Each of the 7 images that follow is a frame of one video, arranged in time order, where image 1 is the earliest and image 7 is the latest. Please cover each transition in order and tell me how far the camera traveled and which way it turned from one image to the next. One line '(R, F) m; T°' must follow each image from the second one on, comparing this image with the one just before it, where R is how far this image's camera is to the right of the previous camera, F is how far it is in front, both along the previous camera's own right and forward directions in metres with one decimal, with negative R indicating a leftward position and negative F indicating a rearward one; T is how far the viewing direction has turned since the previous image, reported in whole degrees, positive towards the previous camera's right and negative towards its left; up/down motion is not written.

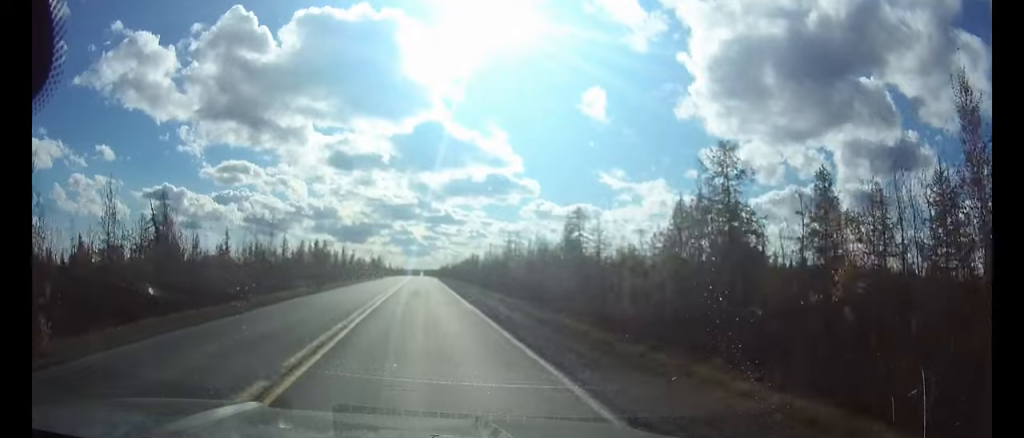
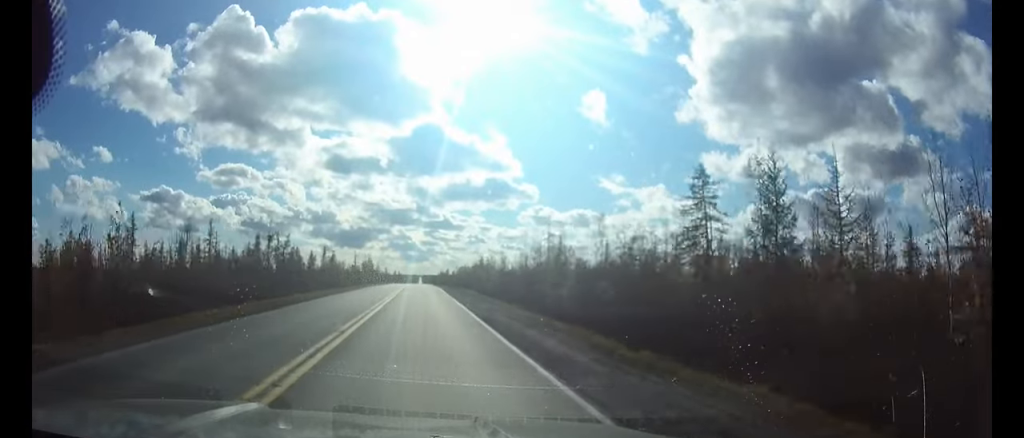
(0.0, +34.3) m; 0°
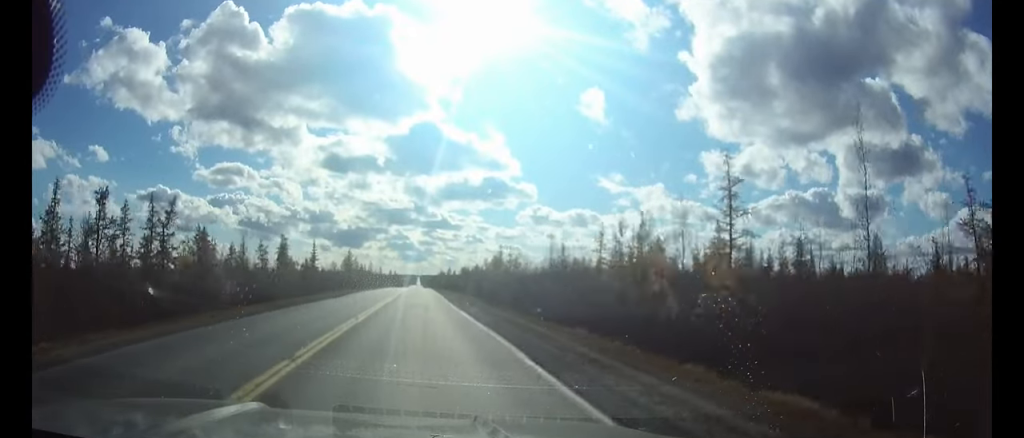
(0.0, +44.5) m; 0°
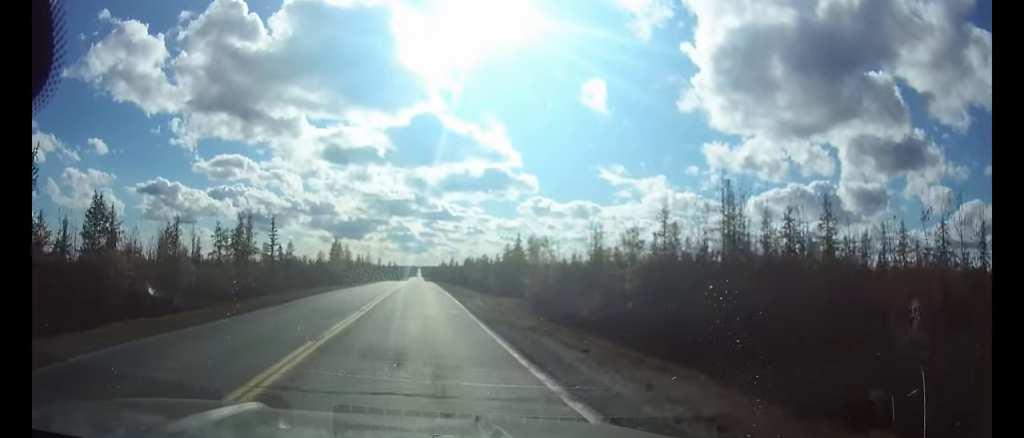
(0.0, +21.1) m; 0°
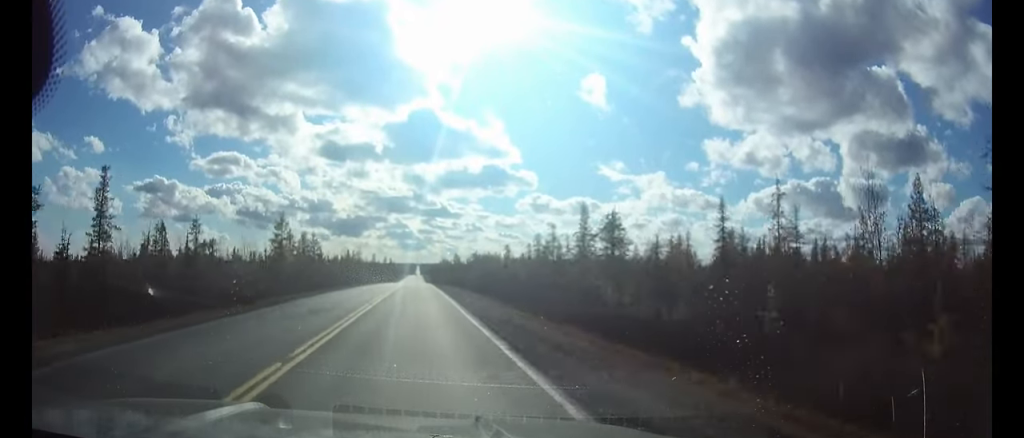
(0.0, +42.7) m; 0°
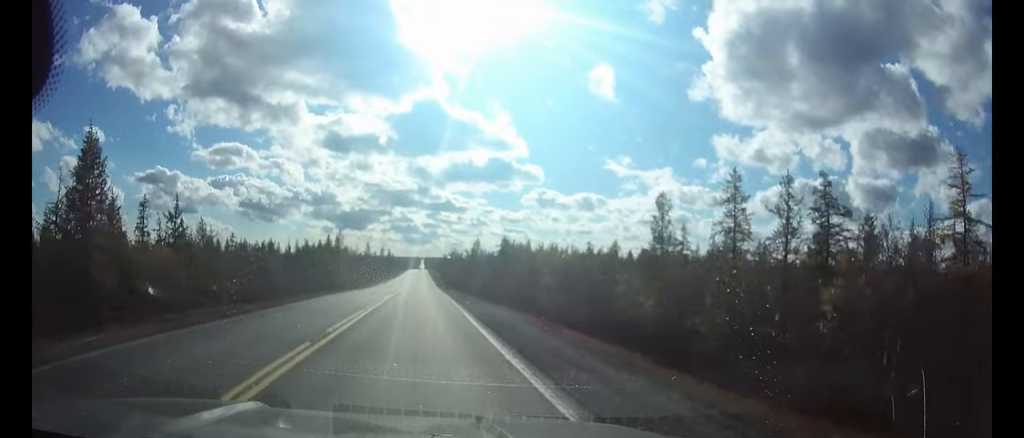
(-0.1, +73.7) m; 0°
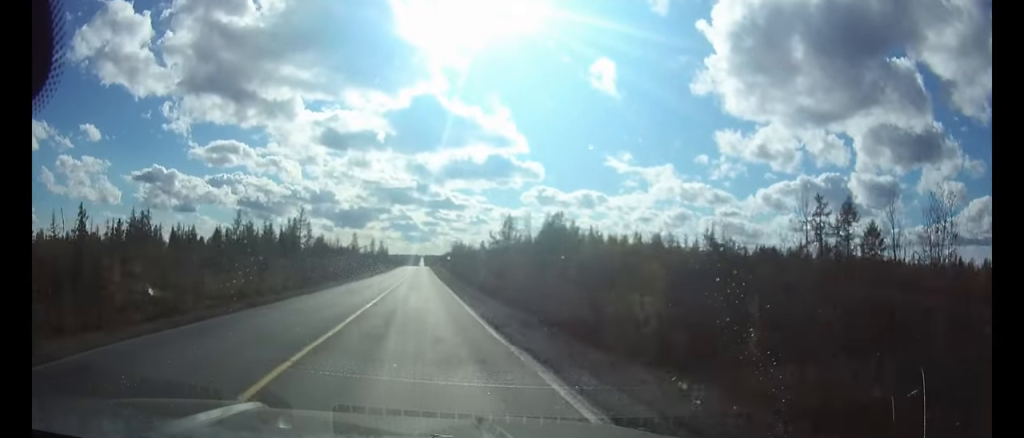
(0.0, +60.6) m; 0°
